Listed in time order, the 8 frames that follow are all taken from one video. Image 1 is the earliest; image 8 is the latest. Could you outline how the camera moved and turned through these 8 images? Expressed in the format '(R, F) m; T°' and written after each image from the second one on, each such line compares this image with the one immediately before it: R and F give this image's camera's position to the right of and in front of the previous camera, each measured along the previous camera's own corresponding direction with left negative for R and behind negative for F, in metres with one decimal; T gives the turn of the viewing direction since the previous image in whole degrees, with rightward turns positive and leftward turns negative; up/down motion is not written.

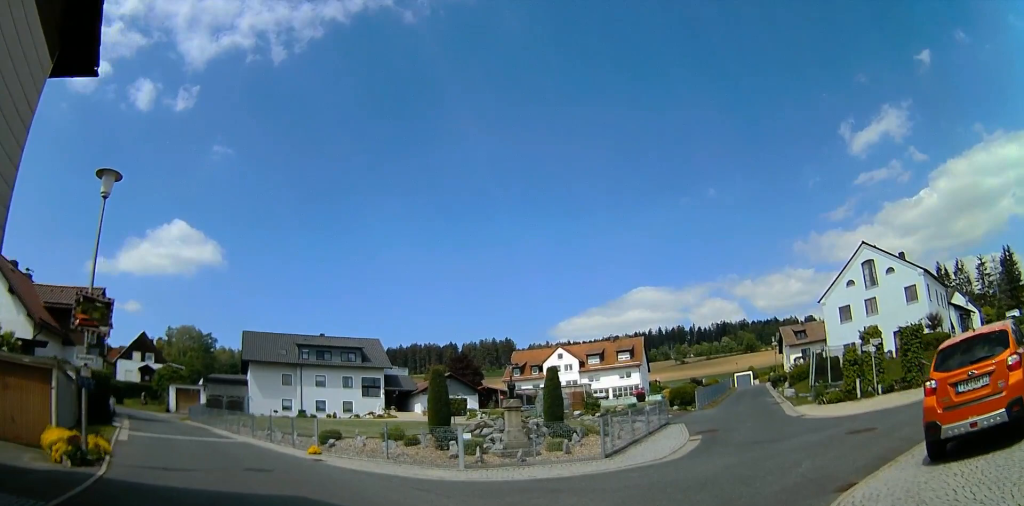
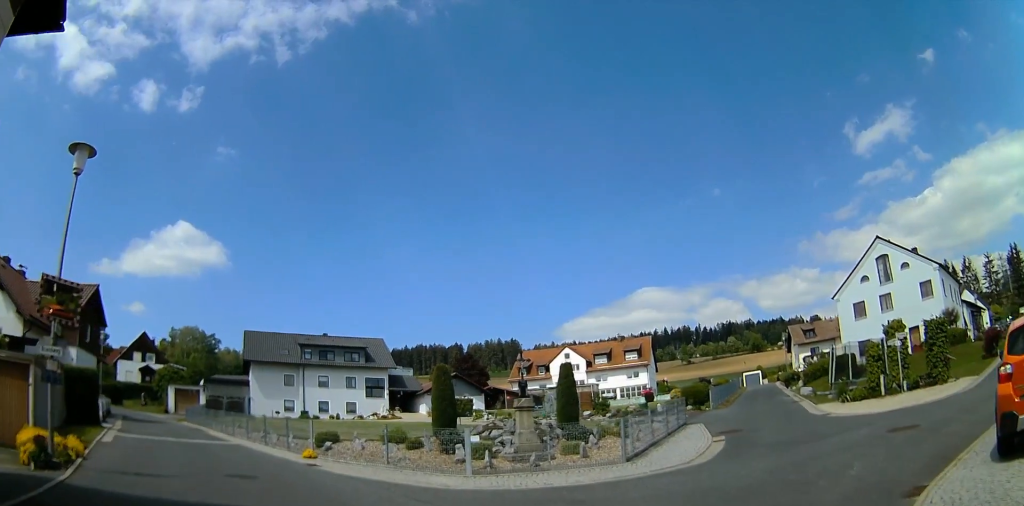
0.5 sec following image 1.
(0.0, +1.4) m; 0°
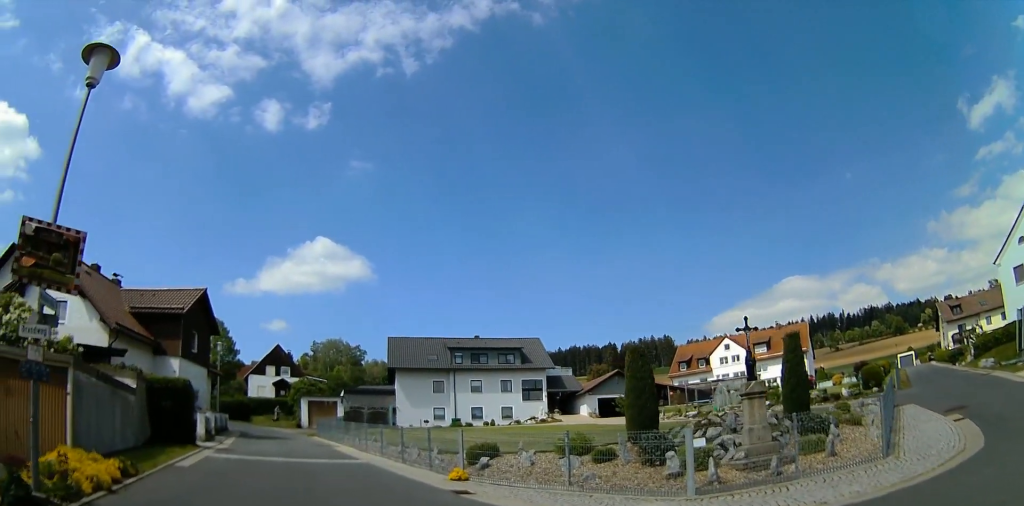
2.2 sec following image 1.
(0.0, +4.7) m; -3°
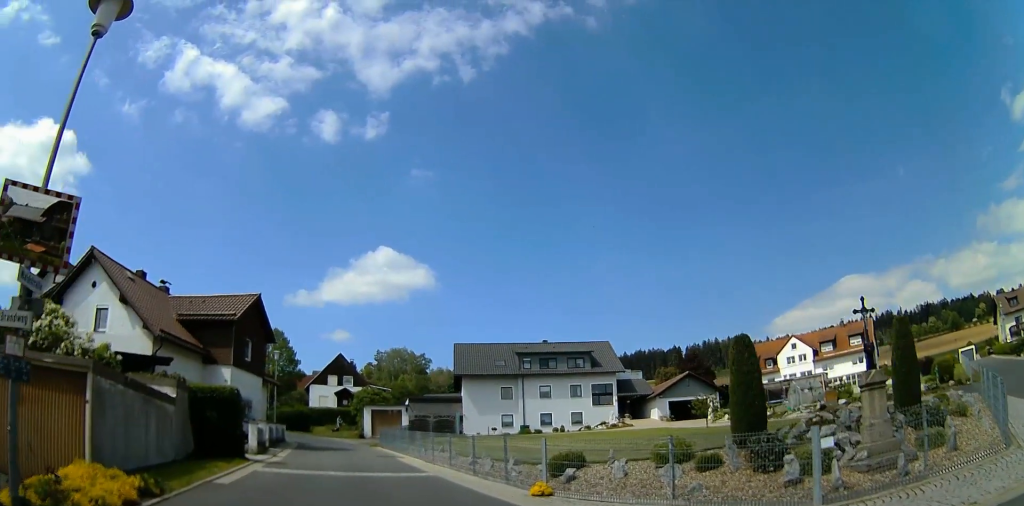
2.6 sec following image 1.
(+0.1, +1.6) m; -8°
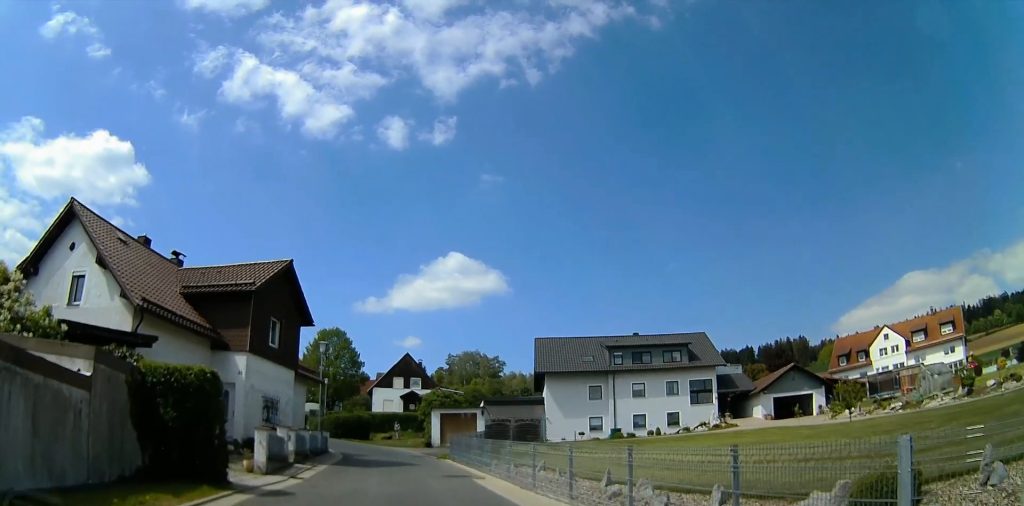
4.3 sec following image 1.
(-1.7, +6.1) m; -19°
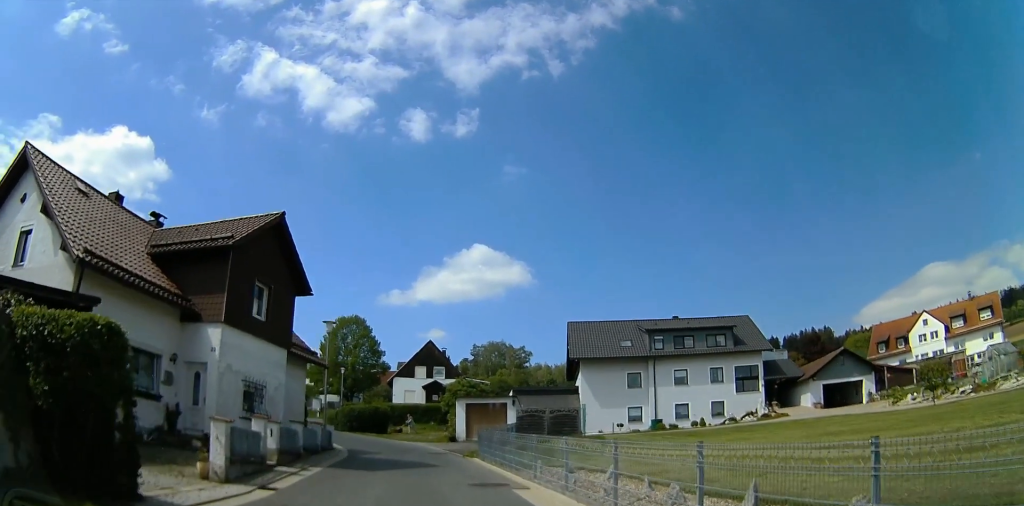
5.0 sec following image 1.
(0.0, +3.6) m; +2°
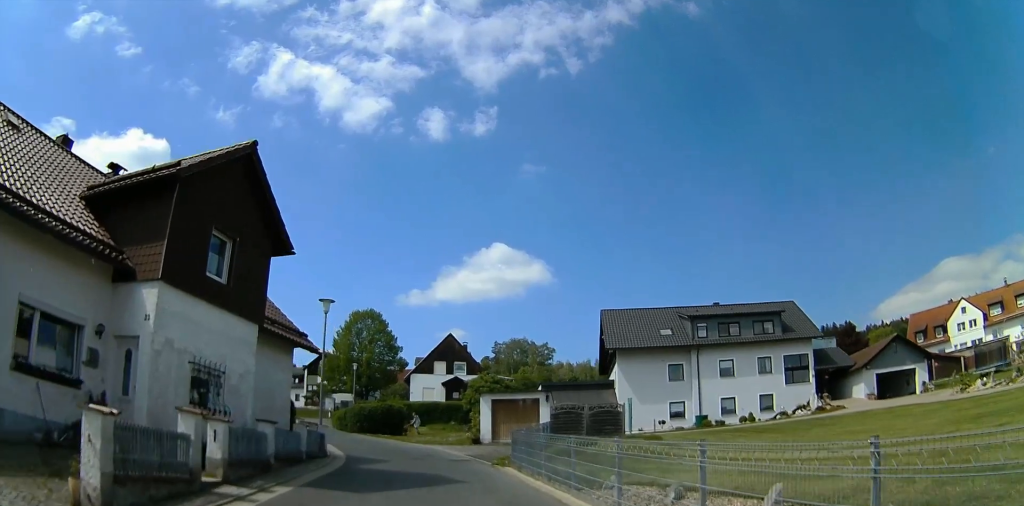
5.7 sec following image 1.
(+0.1, +5.0) m; +2°
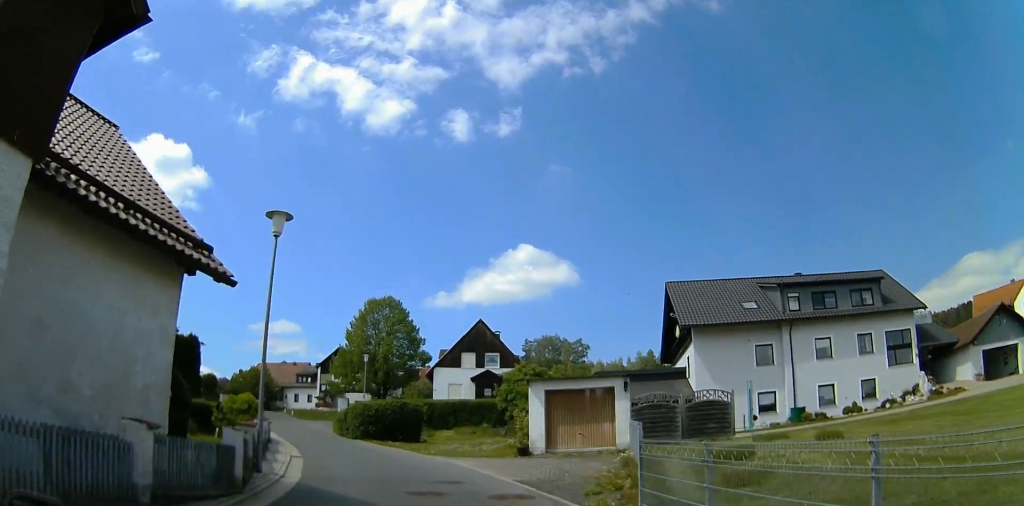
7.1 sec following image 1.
(+0.3, +9.1) m; +1°
